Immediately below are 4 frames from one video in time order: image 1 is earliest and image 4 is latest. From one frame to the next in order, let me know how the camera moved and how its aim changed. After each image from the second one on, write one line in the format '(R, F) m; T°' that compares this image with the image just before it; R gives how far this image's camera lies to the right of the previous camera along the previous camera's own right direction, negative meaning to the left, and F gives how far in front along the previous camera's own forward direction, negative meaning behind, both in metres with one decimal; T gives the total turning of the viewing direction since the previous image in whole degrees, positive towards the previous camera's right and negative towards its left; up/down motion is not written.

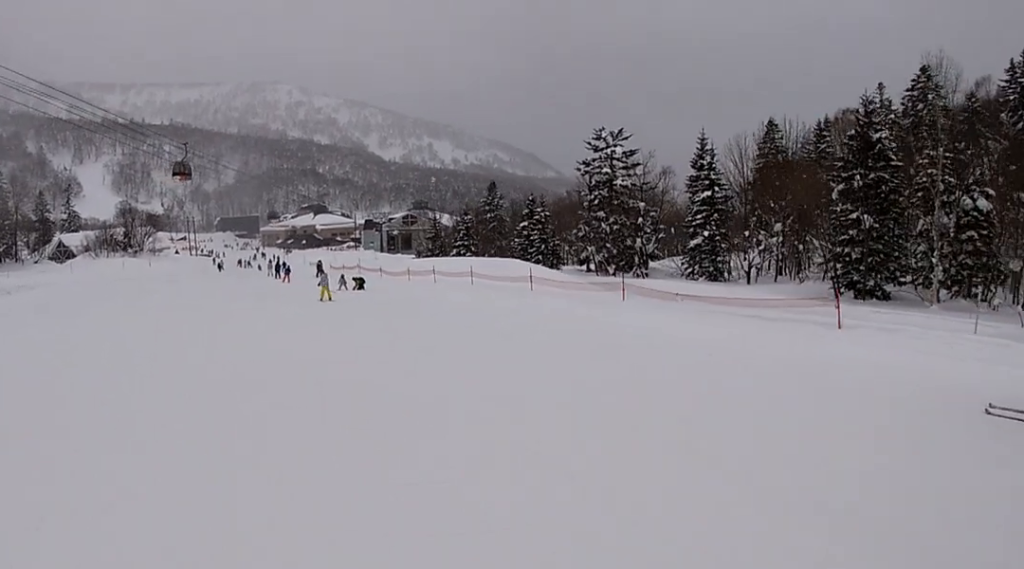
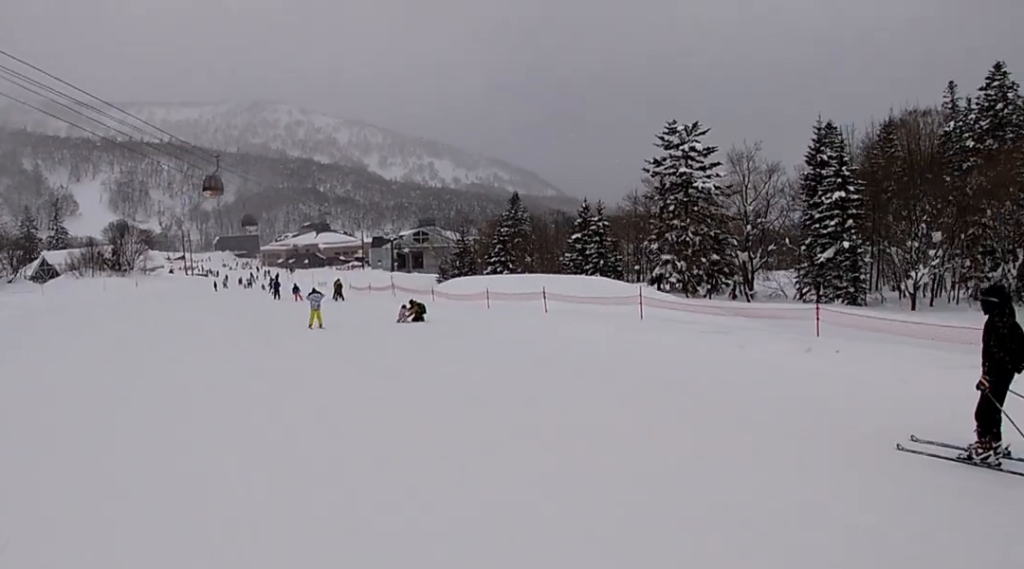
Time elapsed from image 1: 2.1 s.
(0.0, +13.1) m; 0°
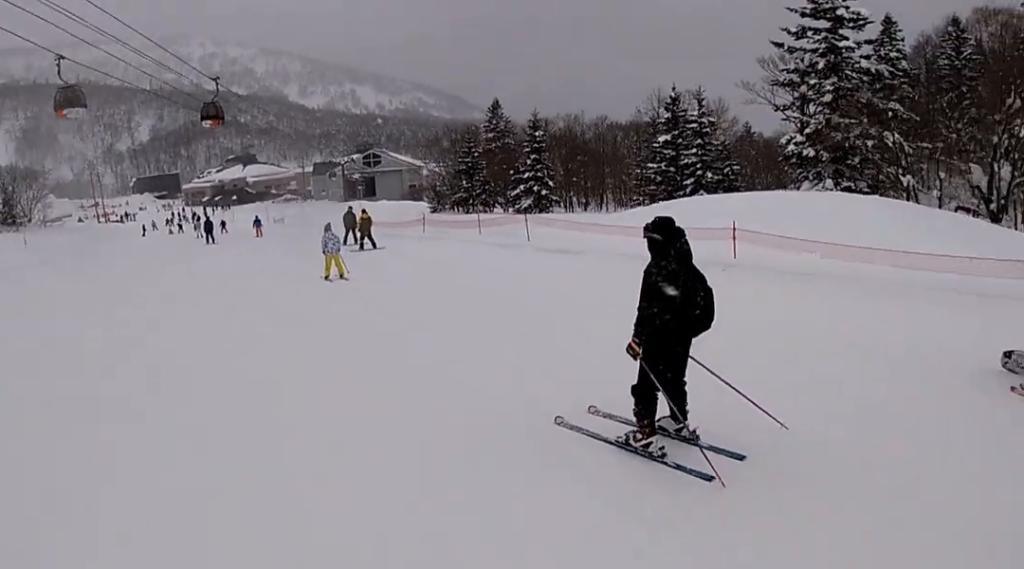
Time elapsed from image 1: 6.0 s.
(-3.1, +23.3) m; 0°
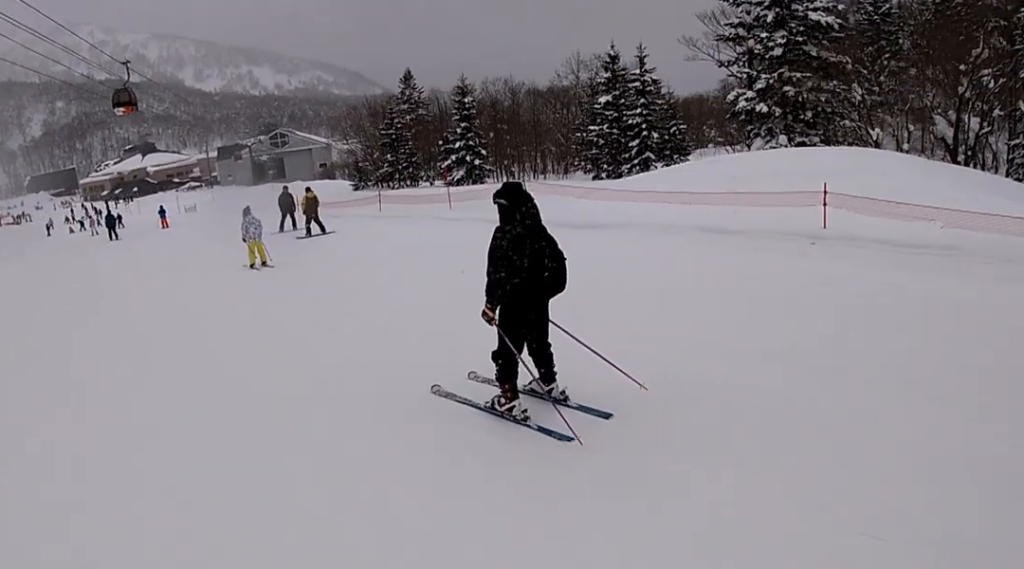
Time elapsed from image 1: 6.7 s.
(0.0, +4.1) m; 0°
